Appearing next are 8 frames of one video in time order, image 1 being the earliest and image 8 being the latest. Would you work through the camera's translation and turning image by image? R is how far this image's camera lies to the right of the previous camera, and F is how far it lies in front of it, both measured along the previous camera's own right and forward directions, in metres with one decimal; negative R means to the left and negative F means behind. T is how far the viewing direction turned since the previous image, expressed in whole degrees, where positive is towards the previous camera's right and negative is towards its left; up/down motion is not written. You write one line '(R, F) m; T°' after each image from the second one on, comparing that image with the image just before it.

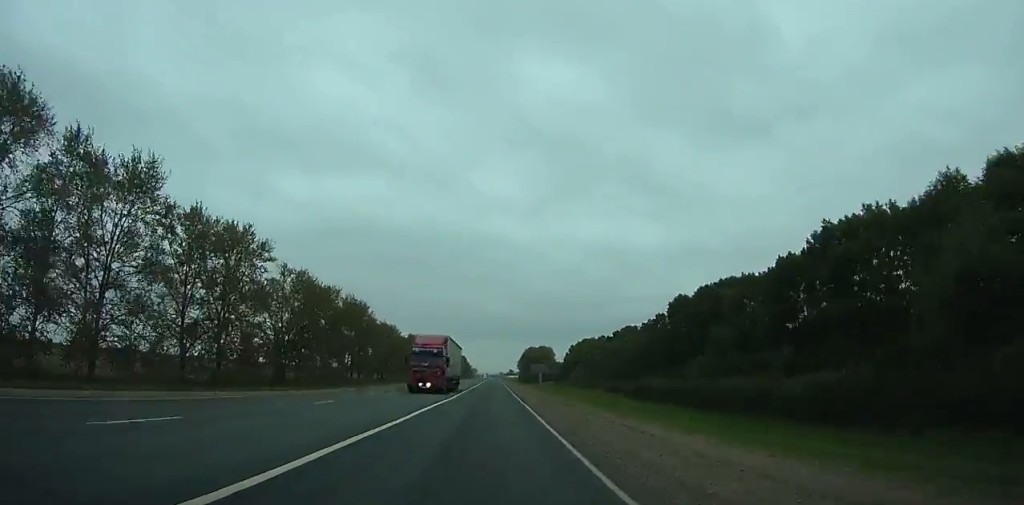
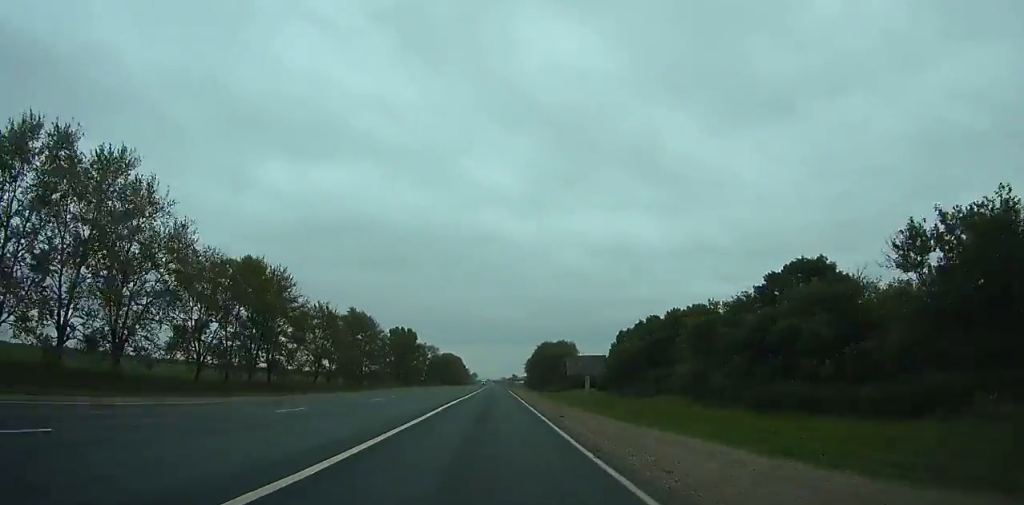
(0.0, +87.4) m; 0°
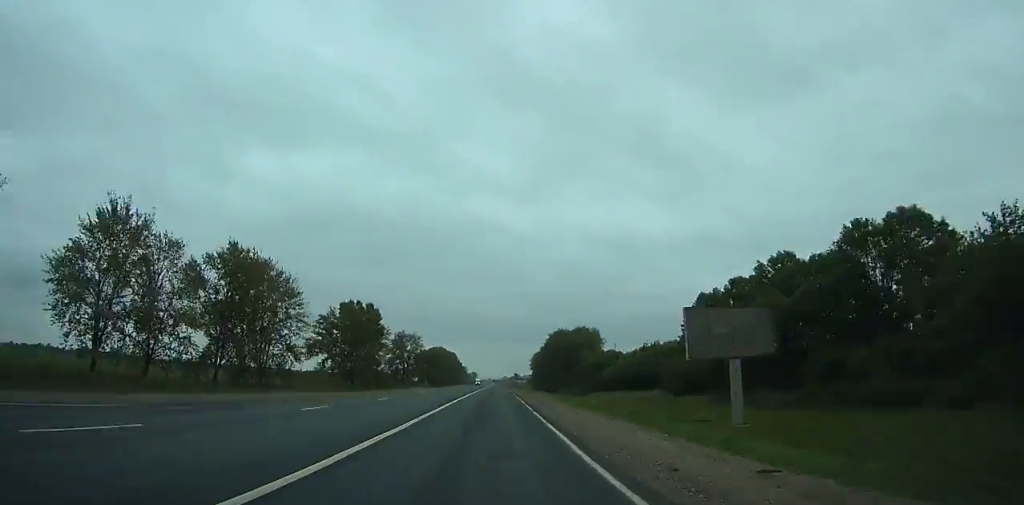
(+0.1, +58.4) m; 0°
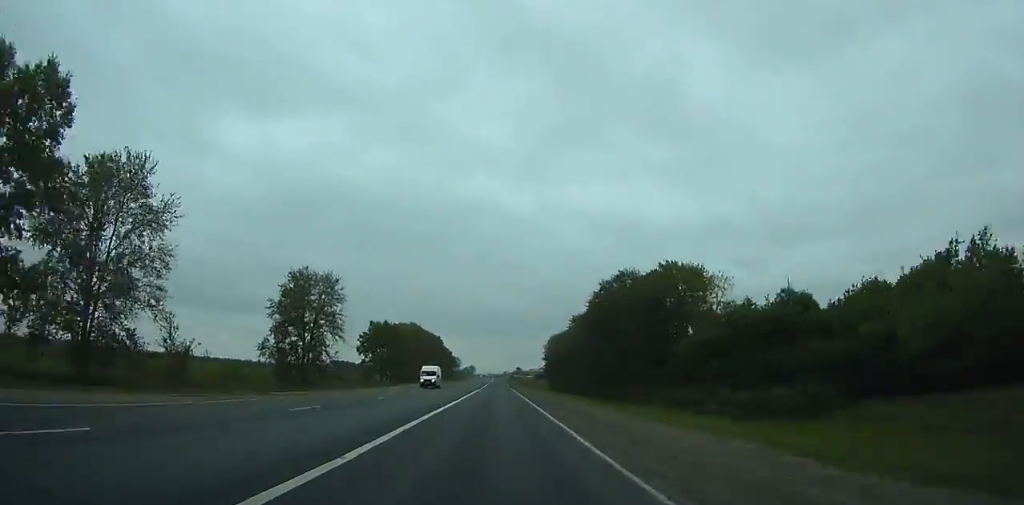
(-0.1, +97.9) m; 0°
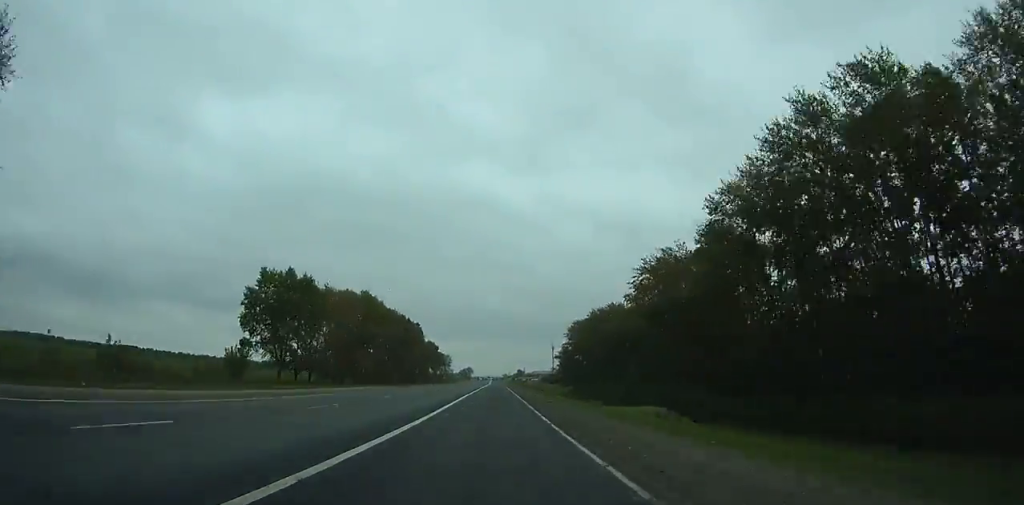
(-0.1, +67.5) m; 0°
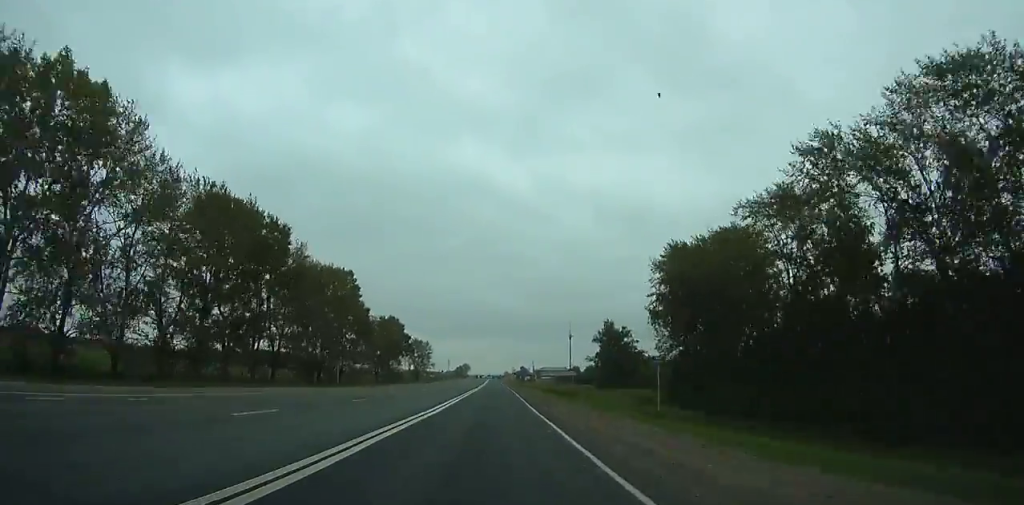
(0.0, +87.0) m; 0°
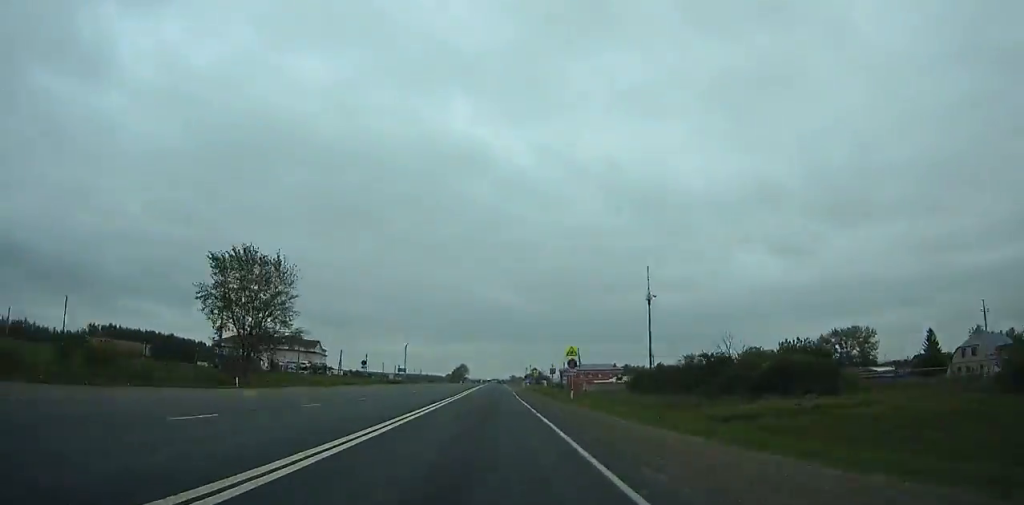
(+0.5, +151.2) m; 0°
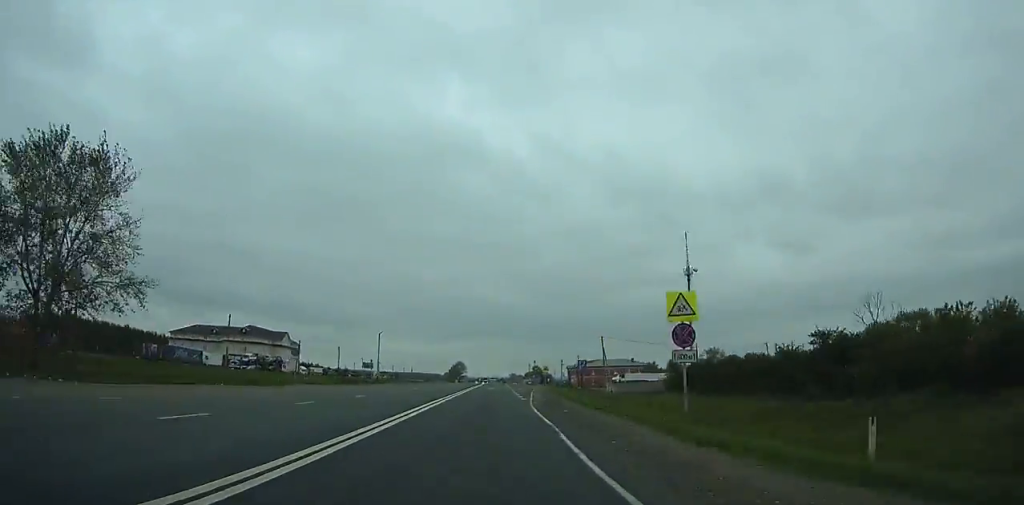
(-0.1, +33.1) m; 0°
